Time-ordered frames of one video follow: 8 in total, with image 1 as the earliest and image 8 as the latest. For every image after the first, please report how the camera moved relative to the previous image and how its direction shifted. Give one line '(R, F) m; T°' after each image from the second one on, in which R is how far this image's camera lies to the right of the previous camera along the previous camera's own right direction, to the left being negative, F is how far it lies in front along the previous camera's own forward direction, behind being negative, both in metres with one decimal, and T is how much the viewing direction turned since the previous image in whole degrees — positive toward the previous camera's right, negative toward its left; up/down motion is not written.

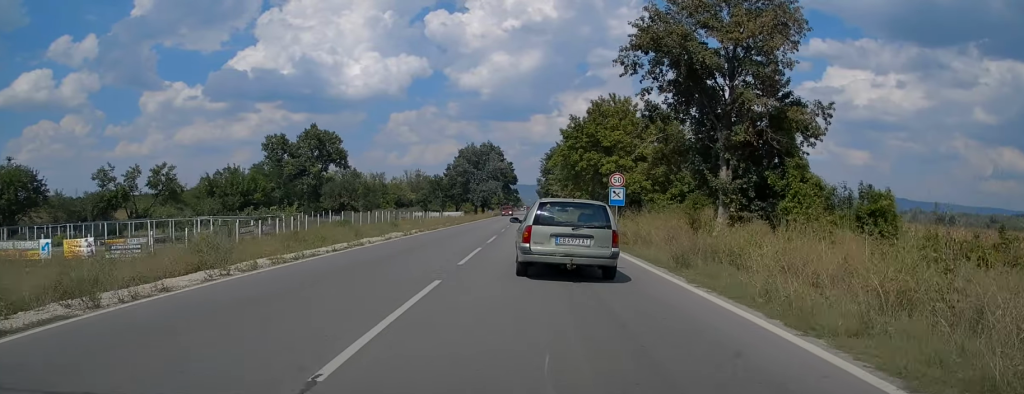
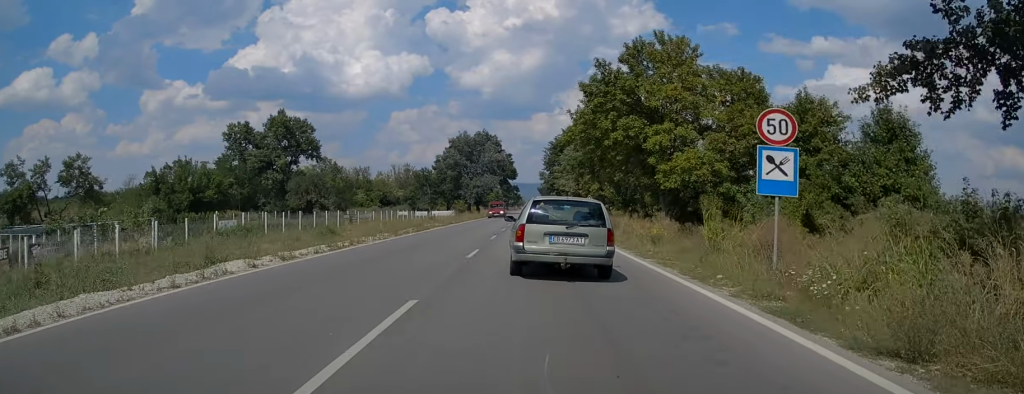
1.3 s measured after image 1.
(+0.1, +20.8) m; 0°
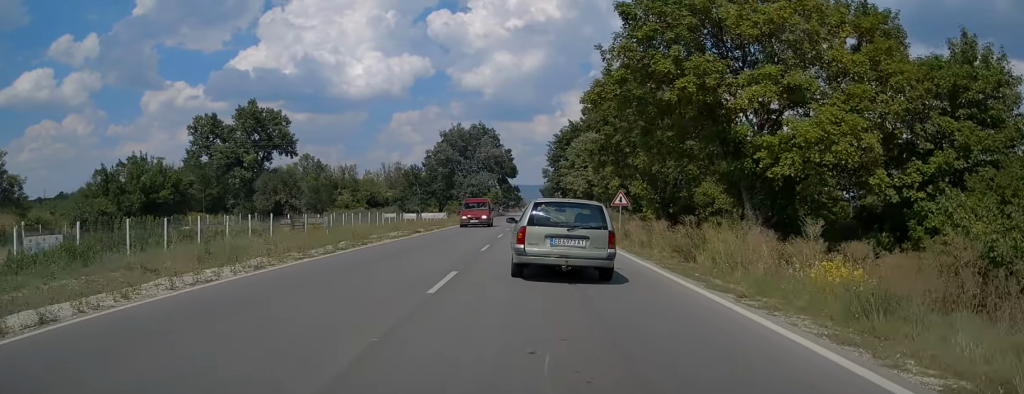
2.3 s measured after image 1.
(0.0, +15.1) m; 0°
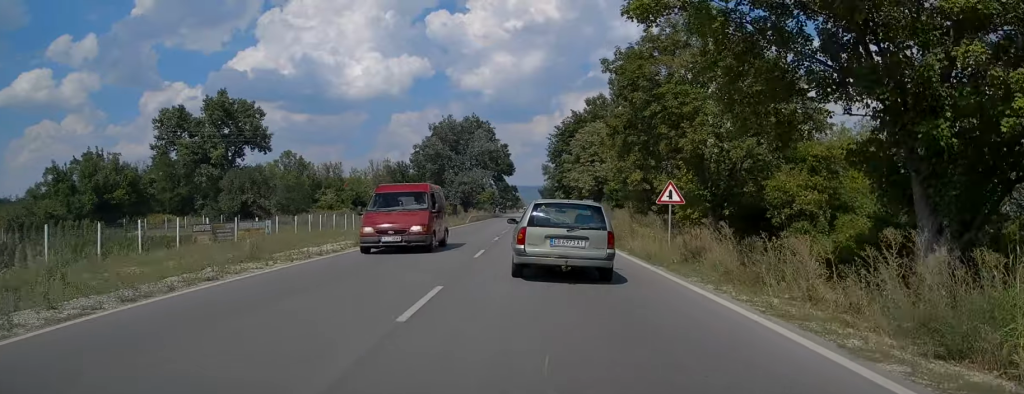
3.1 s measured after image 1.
(-0.1, +11.3) m; 0°
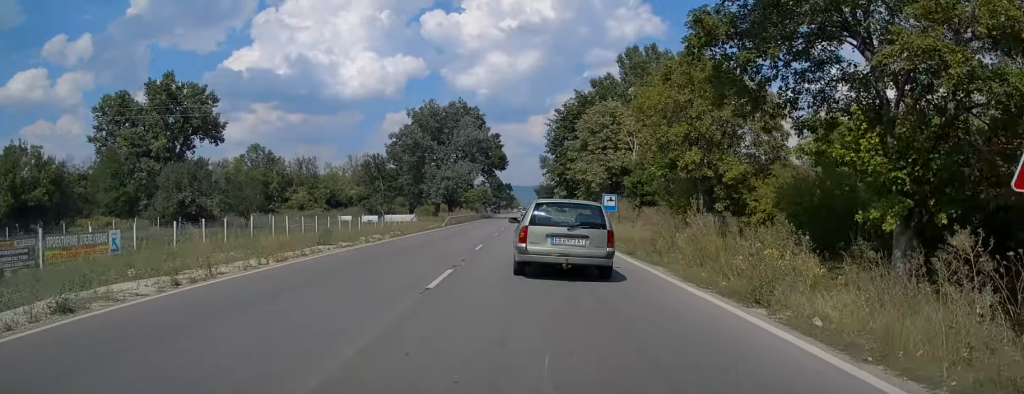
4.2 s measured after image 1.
(0.0, +15.5) m; 0°
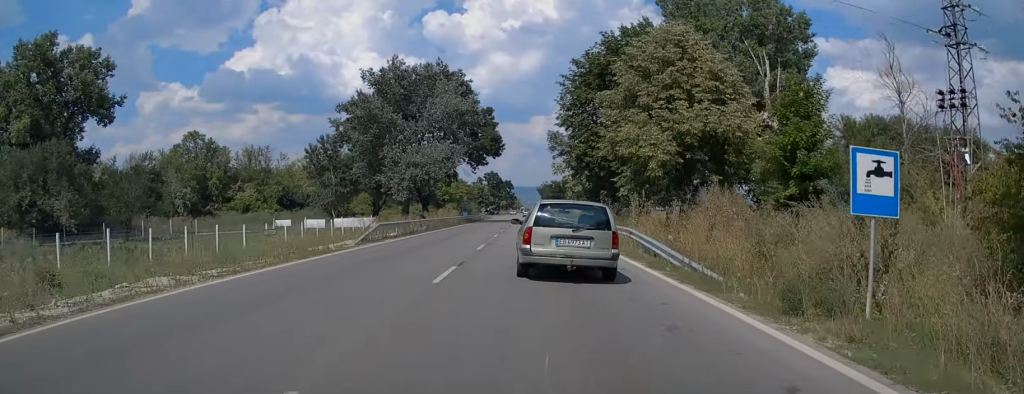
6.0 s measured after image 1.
(+0.2, +26.4) m; +1°
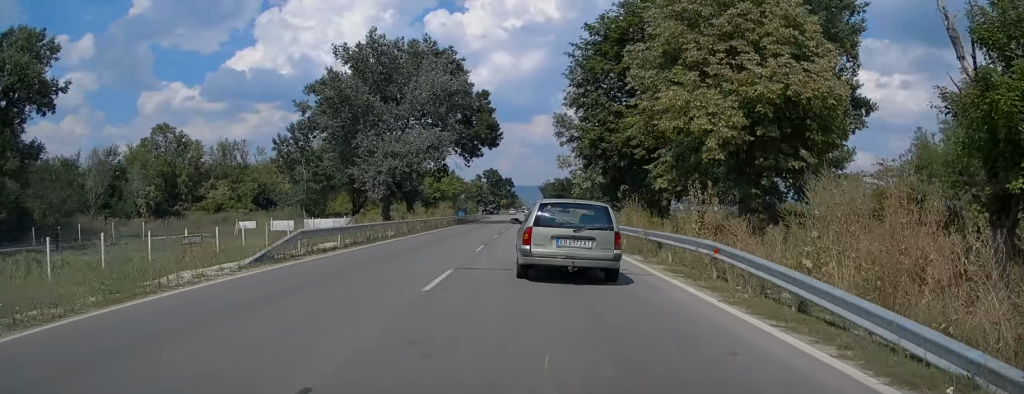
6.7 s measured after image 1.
(0.0, +10.0) m; 0°
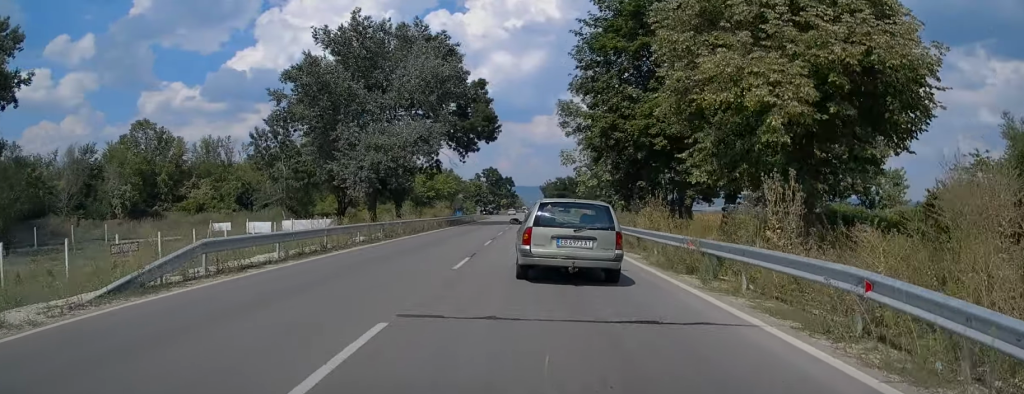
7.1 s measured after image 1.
(0.0, +5.7) m; 0°
